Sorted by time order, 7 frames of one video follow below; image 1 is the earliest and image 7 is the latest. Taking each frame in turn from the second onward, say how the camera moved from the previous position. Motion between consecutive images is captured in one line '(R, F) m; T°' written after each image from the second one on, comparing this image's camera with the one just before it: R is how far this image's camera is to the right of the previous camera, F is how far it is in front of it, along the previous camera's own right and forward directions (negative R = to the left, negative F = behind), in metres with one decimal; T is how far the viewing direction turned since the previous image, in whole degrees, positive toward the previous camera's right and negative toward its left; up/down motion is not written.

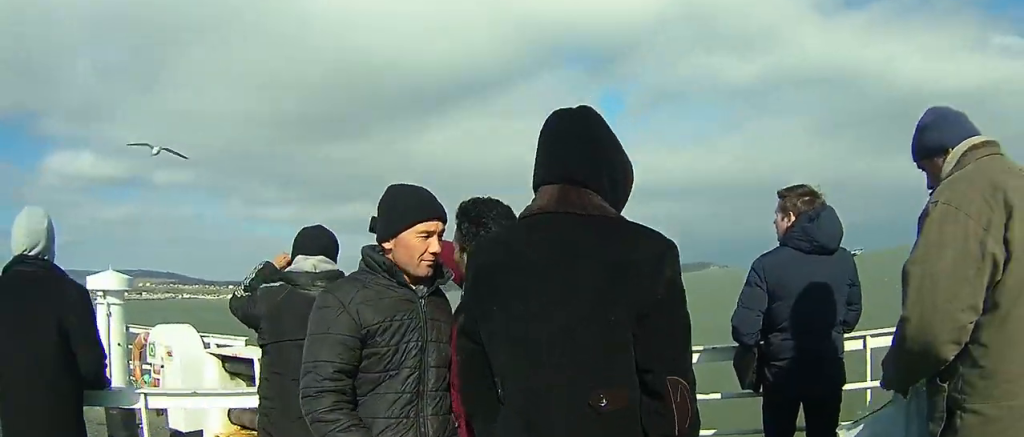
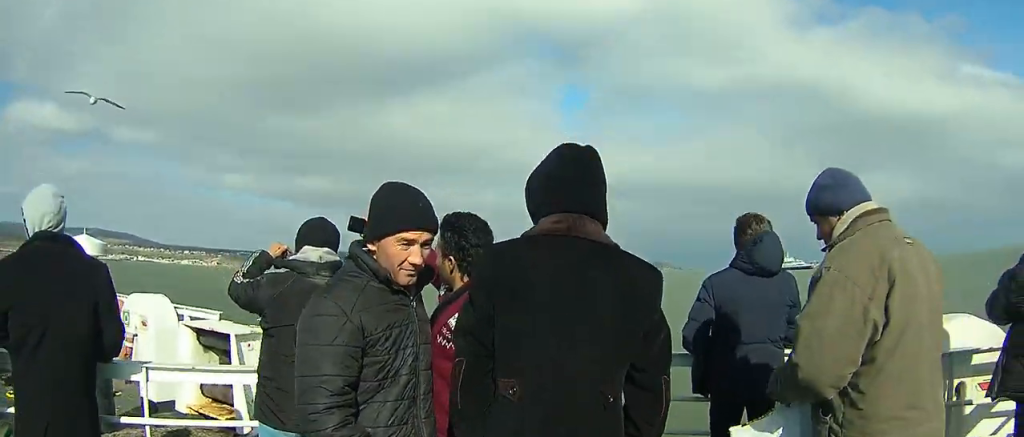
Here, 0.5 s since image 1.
(0.0, +2.0) m; +1°
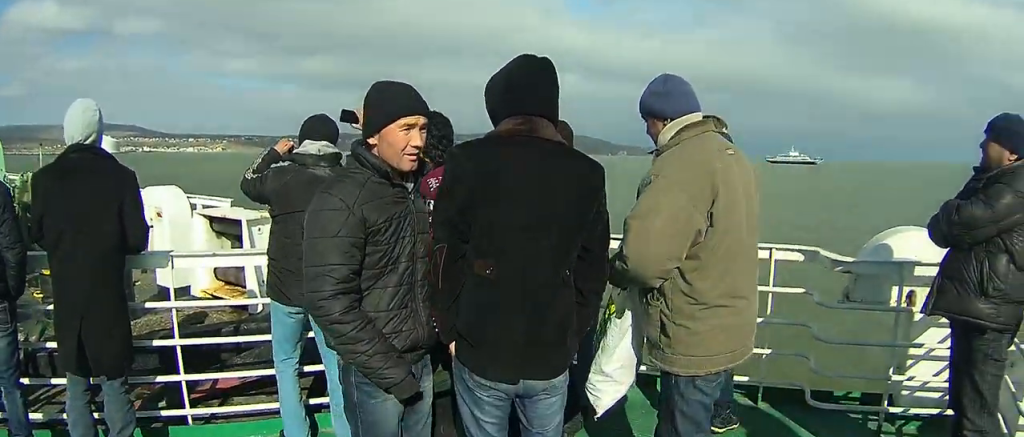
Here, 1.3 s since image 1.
(+0.1, +3.4) m; +1°
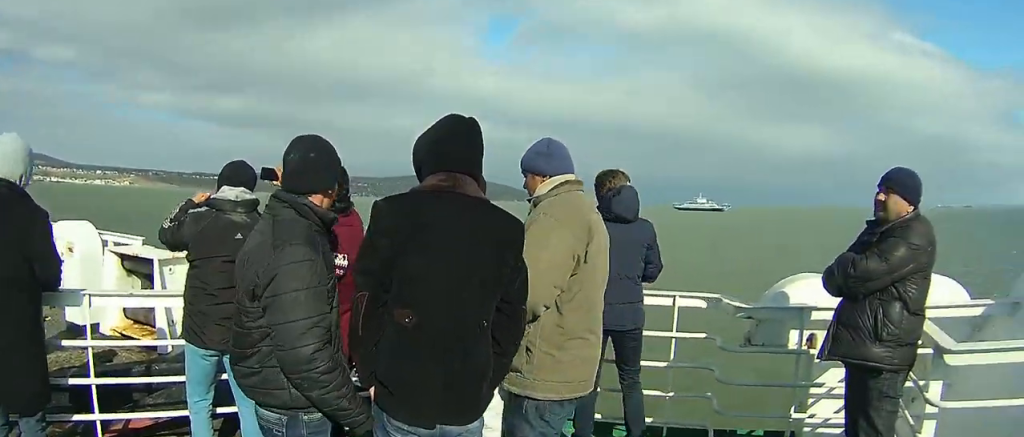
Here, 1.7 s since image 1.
(0.0, +2.0) m; +1°
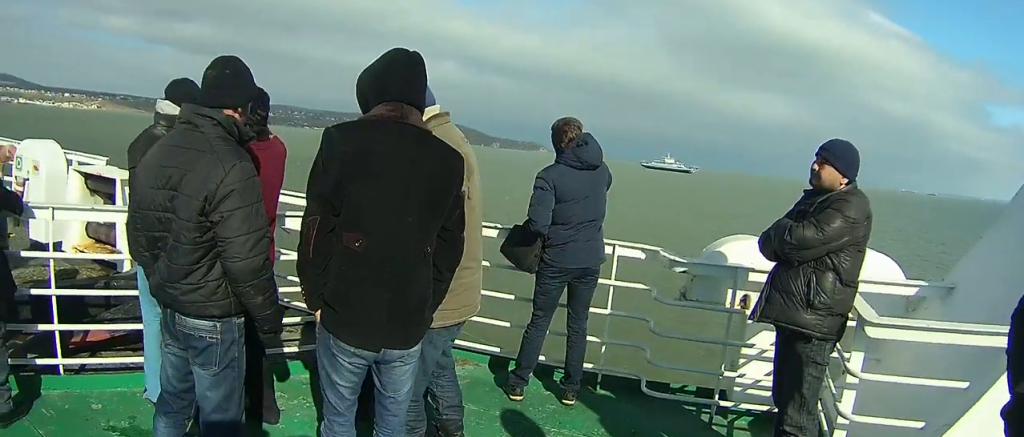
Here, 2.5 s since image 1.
(-0.1, +3.3) m; +3°
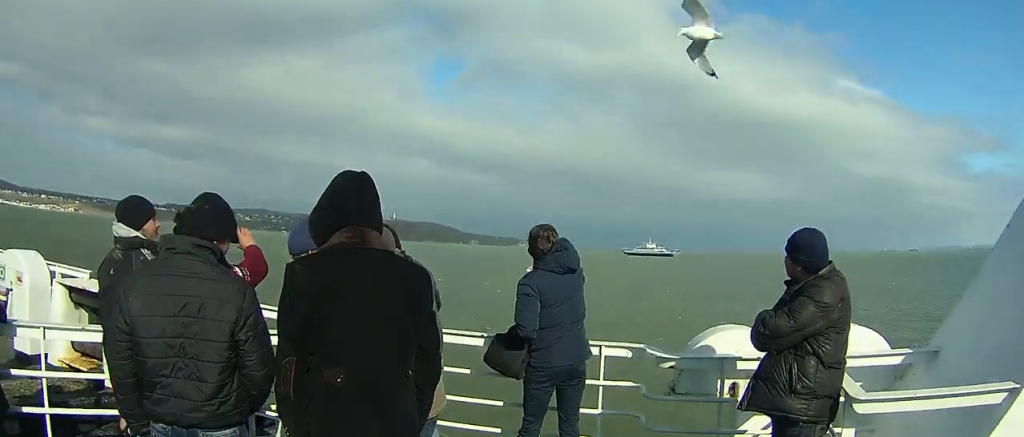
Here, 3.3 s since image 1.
(+0.3, +3.6) m; +3°
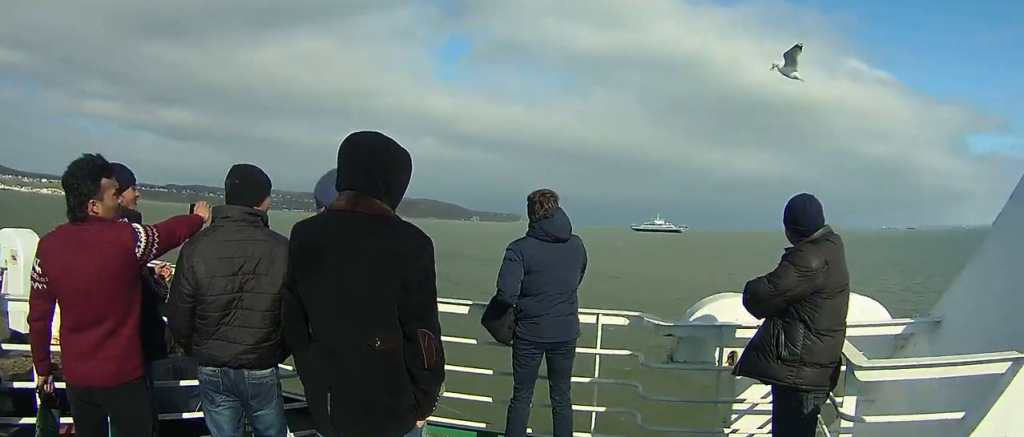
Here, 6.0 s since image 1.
(-0.1, +12.0) m; 0°
